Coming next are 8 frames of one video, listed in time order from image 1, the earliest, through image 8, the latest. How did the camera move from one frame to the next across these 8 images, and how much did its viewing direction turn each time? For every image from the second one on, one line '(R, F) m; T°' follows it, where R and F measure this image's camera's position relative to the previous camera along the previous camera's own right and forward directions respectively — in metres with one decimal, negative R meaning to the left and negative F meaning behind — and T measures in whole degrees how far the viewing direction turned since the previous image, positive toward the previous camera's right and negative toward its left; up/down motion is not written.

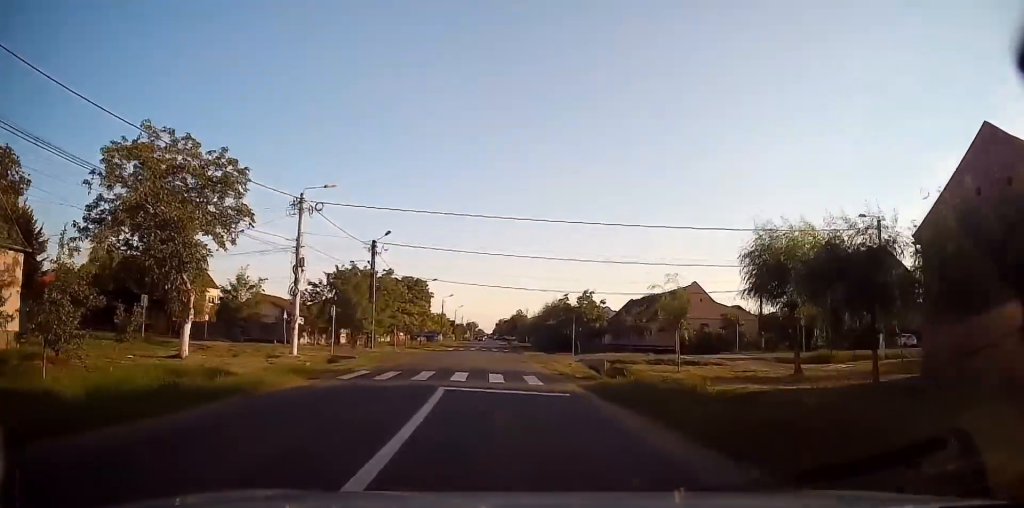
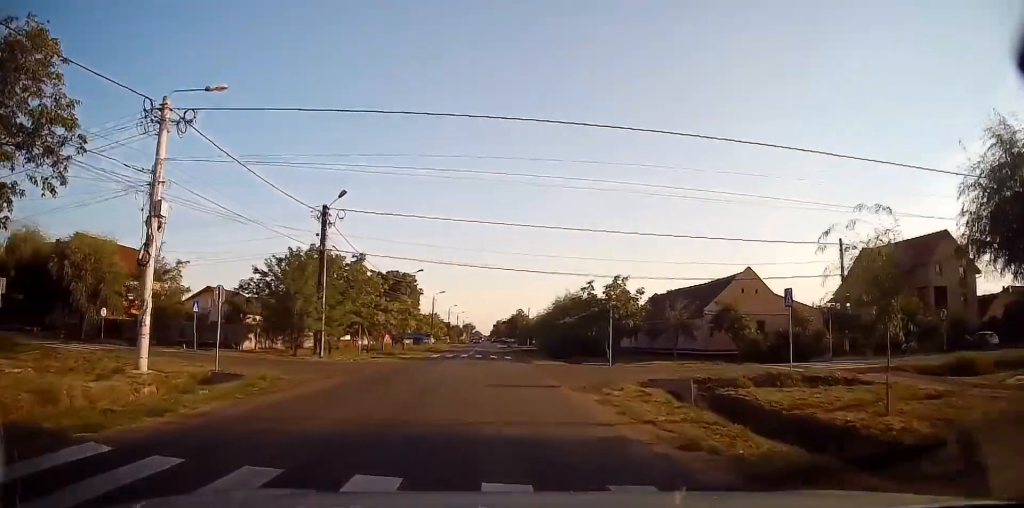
(0.0, +12.6) m; 0°
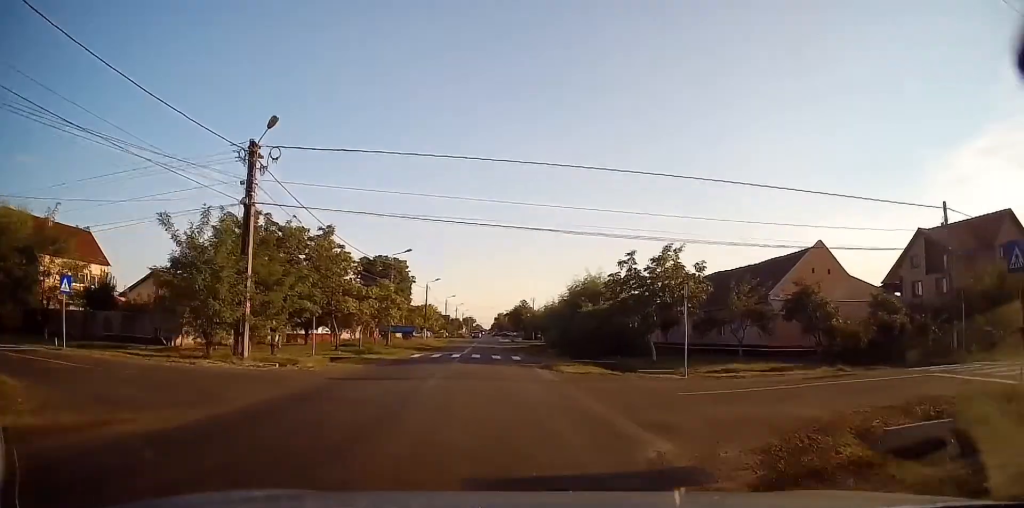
(0.0, +9.9) m; 0°
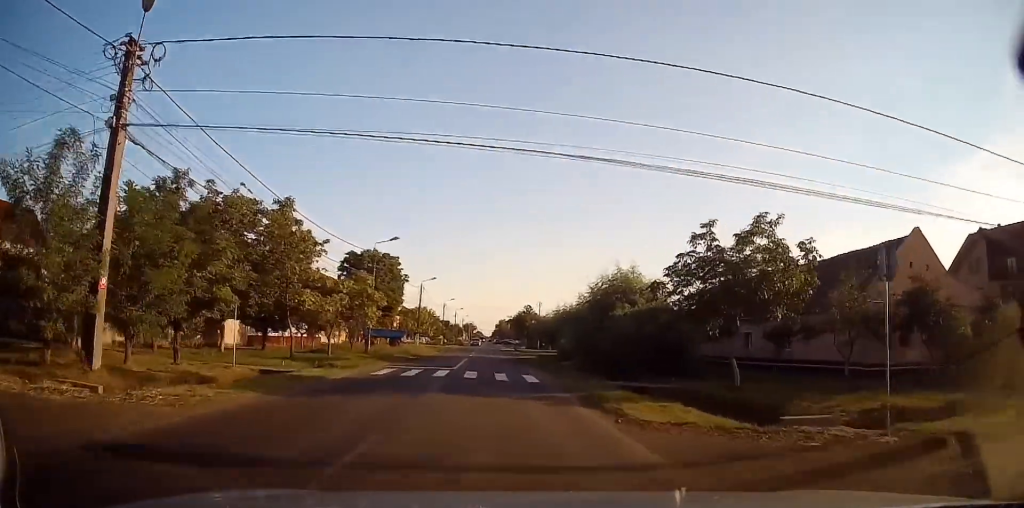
(0.0, +9.0) m; 0°
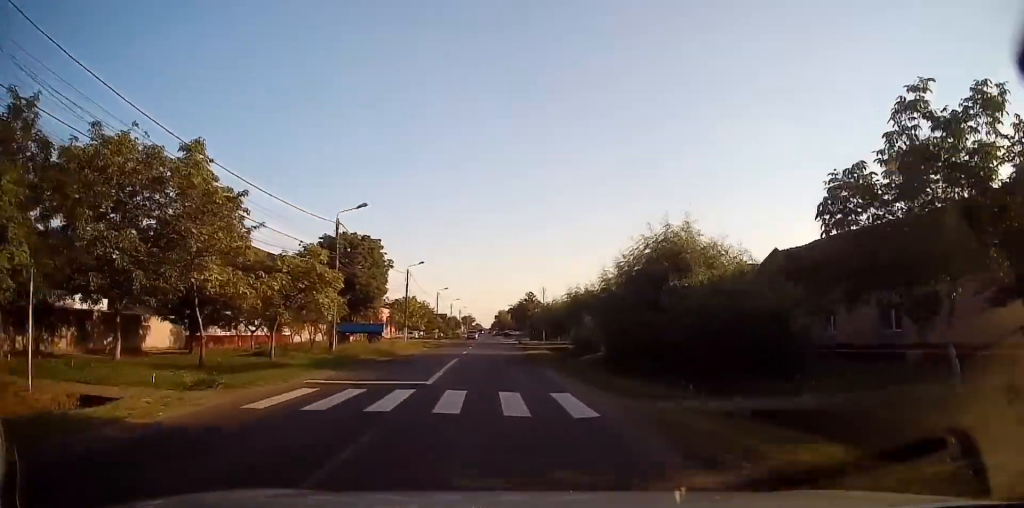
(0.0, +9.7) m; 0°
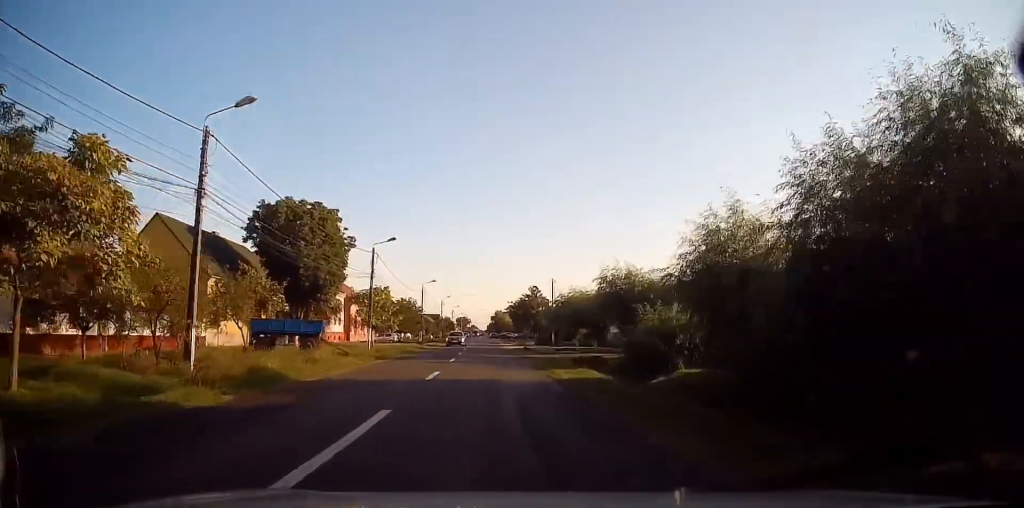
(0.0, +15.7) m; +1°
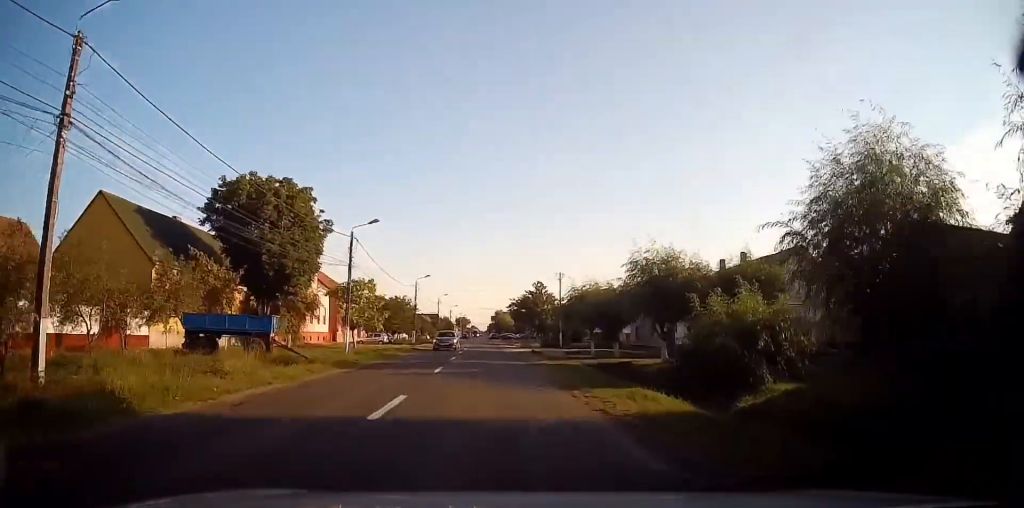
(0.0, +6.8) m; 0°
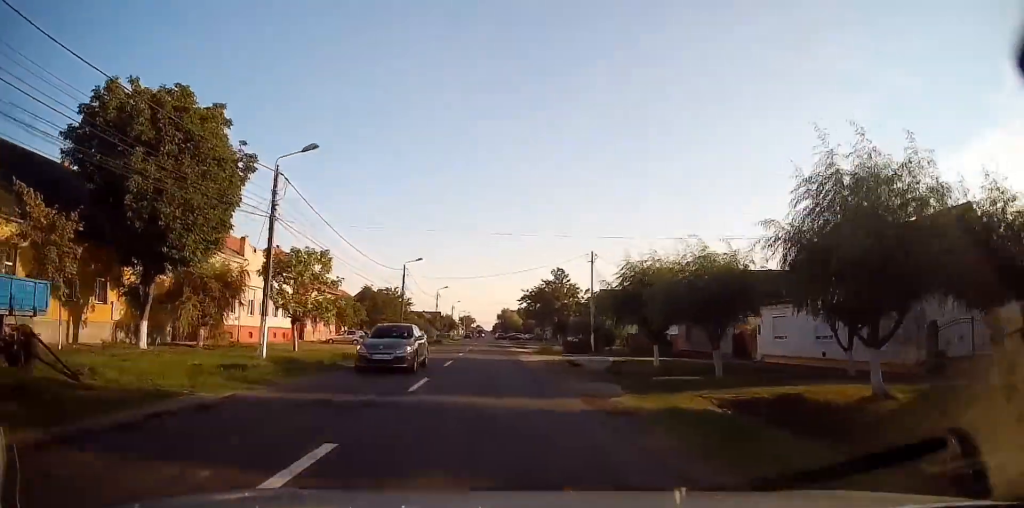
(+0.2, +14.2) m; 0°
